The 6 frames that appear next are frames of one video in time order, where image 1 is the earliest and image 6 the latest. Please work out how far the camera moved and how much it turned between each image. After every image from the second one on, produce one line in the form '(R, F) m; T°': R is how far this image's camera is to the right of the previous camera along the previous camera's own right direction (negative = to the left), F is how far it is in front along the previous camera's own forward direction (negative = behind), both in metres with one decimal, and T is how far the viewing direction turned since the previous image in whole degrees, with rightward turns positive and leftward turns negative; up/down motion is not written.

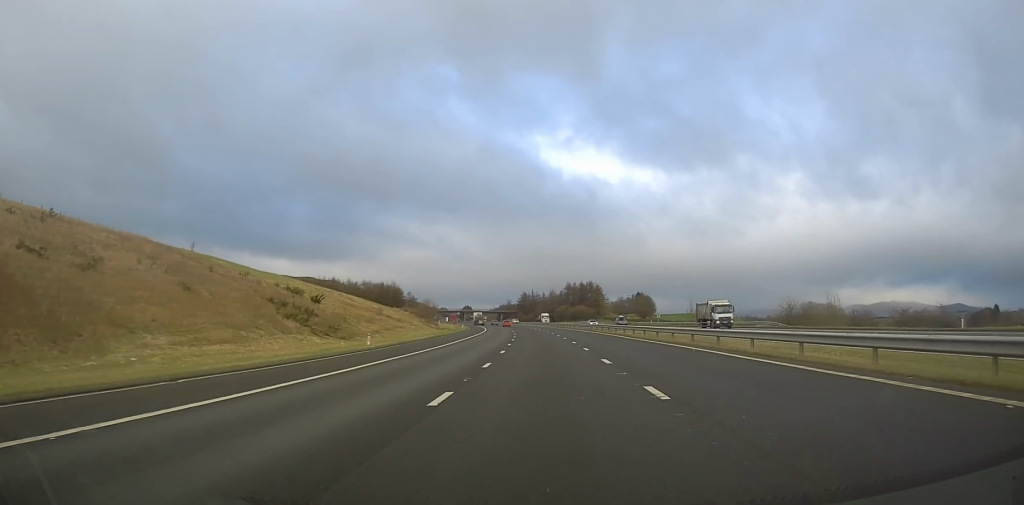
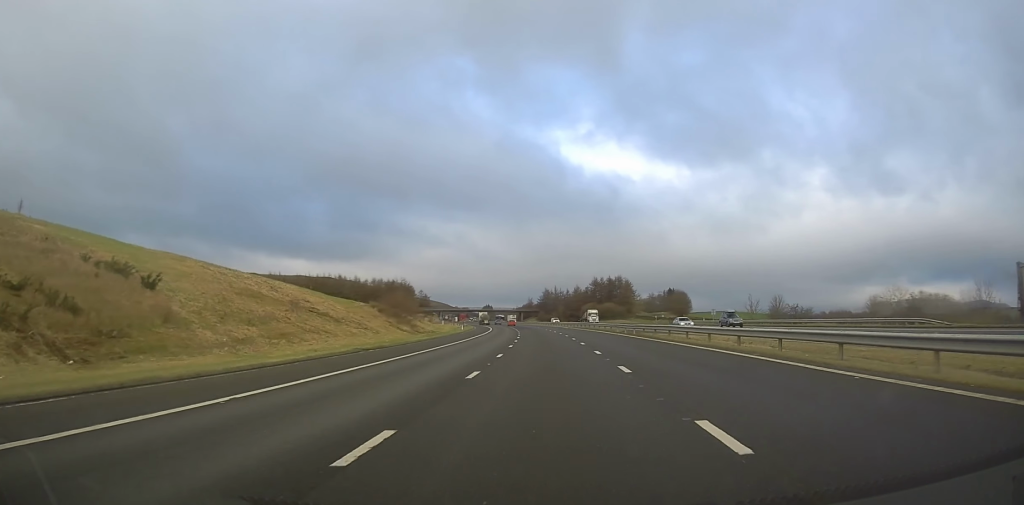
(-0.6, +31.6) m; -2°
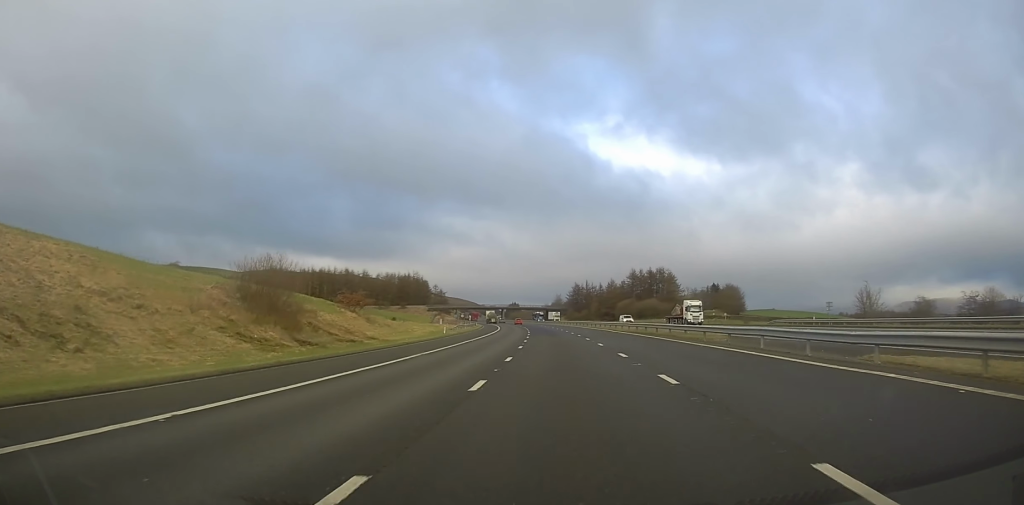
(-1.1, +38.7) m; -3°
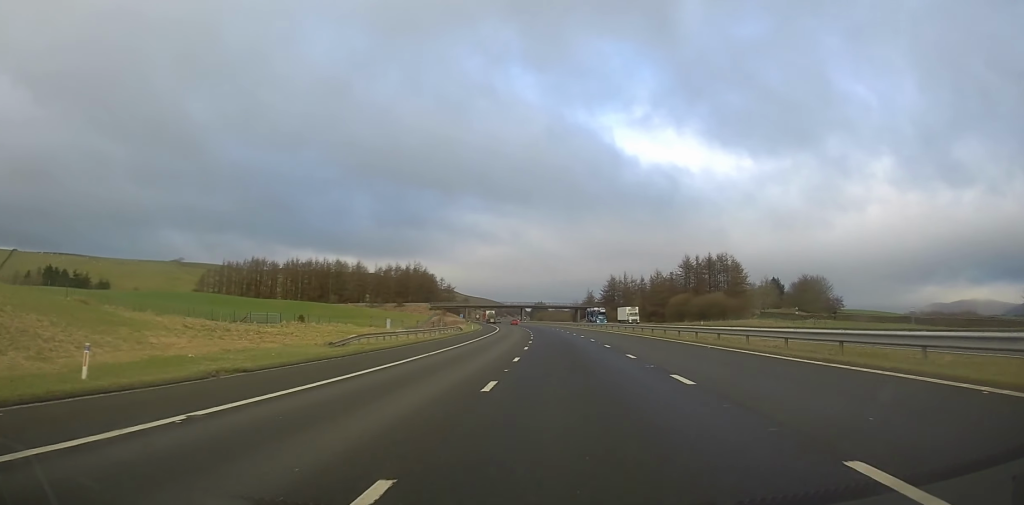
(-0.7, +53.6) m; -2°
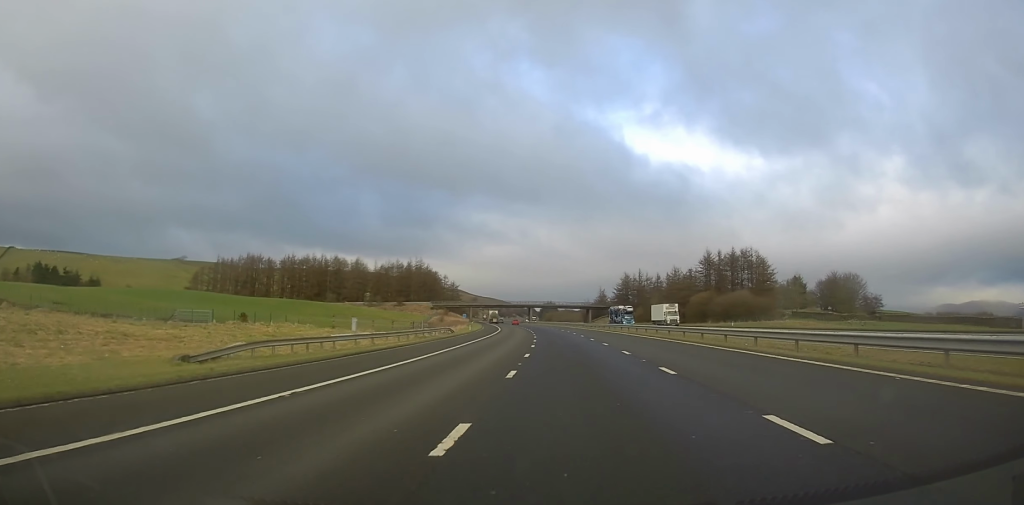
(-0.1, +14.9) m; -1°
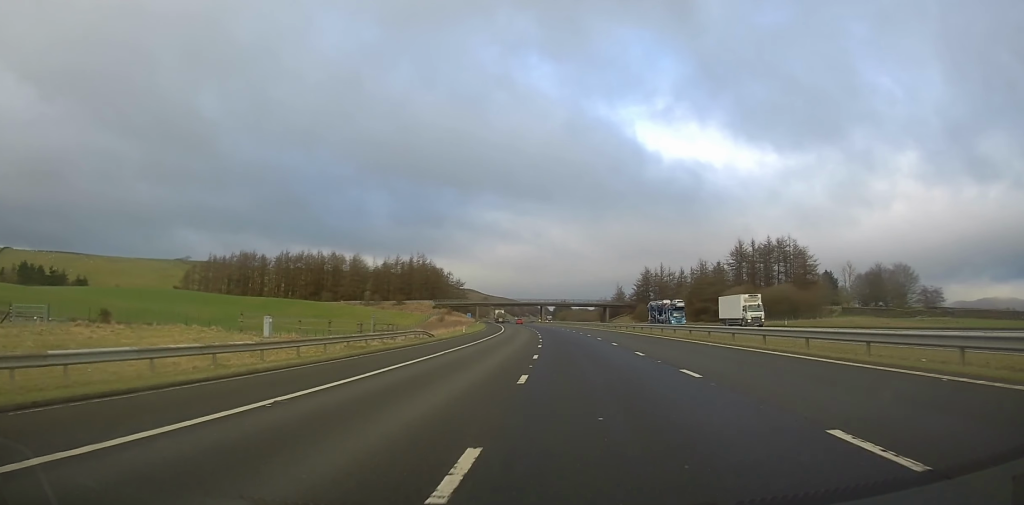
(-0.2, +19.2) m; -1°
